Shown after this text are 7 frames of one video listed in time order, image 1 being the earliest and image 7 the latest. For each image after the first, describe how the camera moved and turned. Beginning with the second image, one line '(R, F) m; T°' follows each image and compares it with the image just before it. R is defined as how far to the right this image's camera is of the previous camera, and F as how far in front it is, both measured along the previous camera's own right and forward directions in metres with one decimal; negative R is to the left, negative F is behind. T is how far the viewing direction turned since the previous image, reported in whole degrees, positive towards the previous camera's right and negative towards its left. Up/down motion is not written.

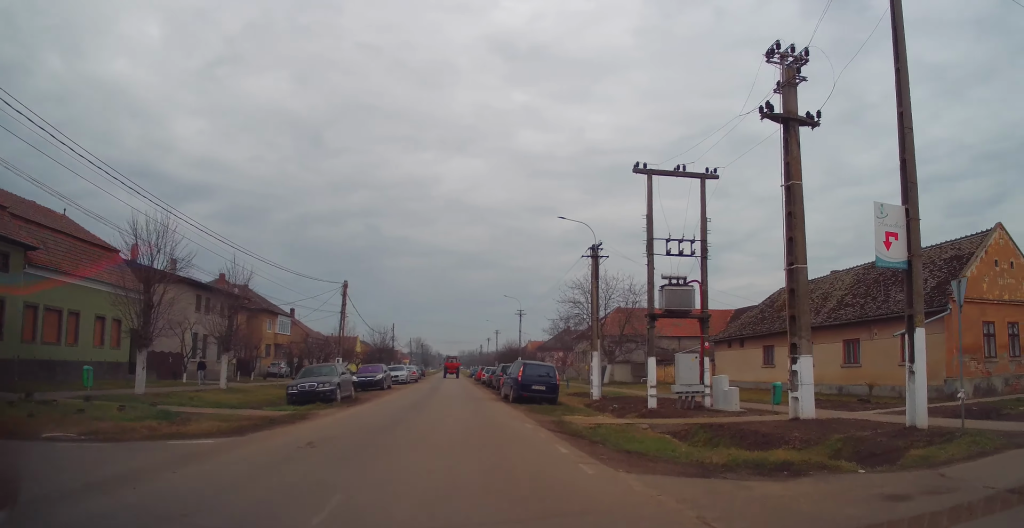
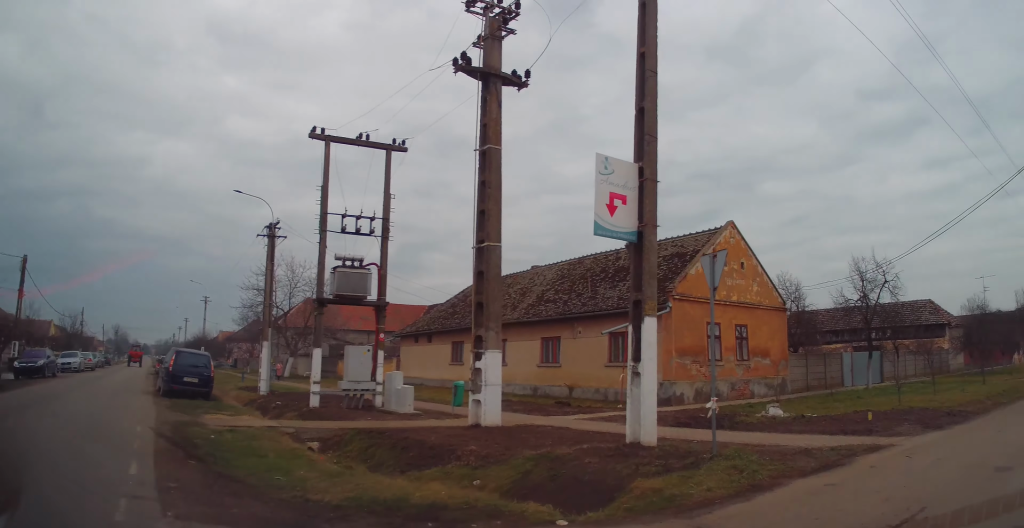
(+0.2, +5.1) m; +19°
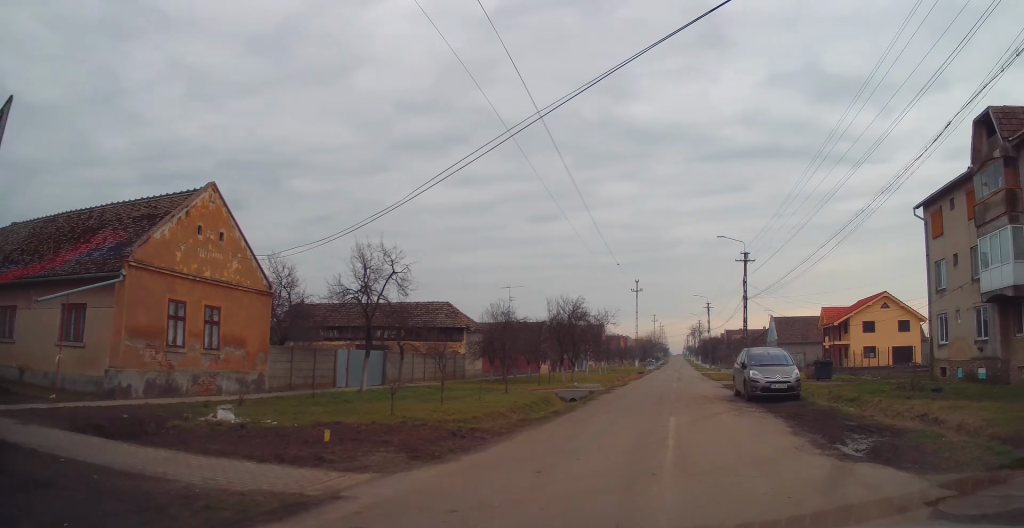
(+2.2, +4.1) m; +55°
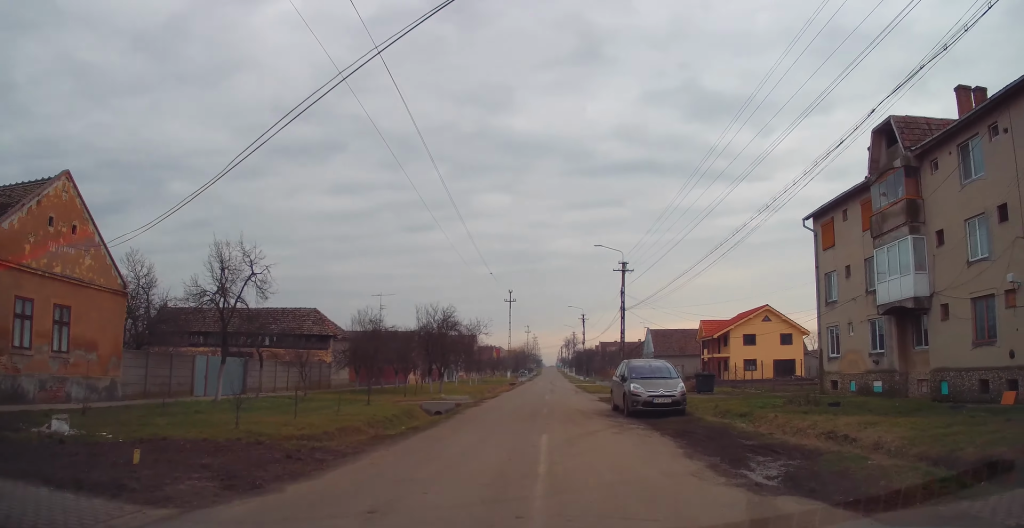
(+0.3, +1.7) m; +10°
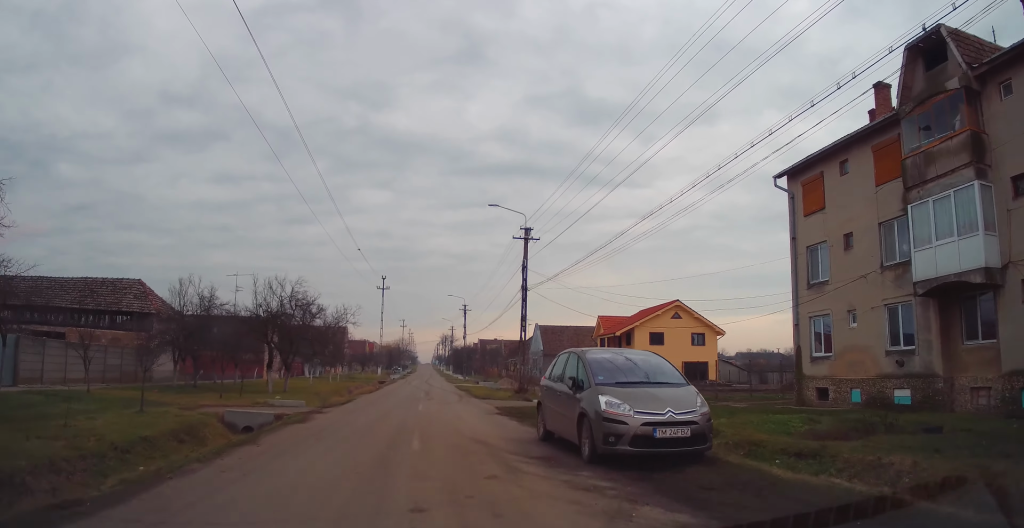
(+0.7, +8.6) m; +3°
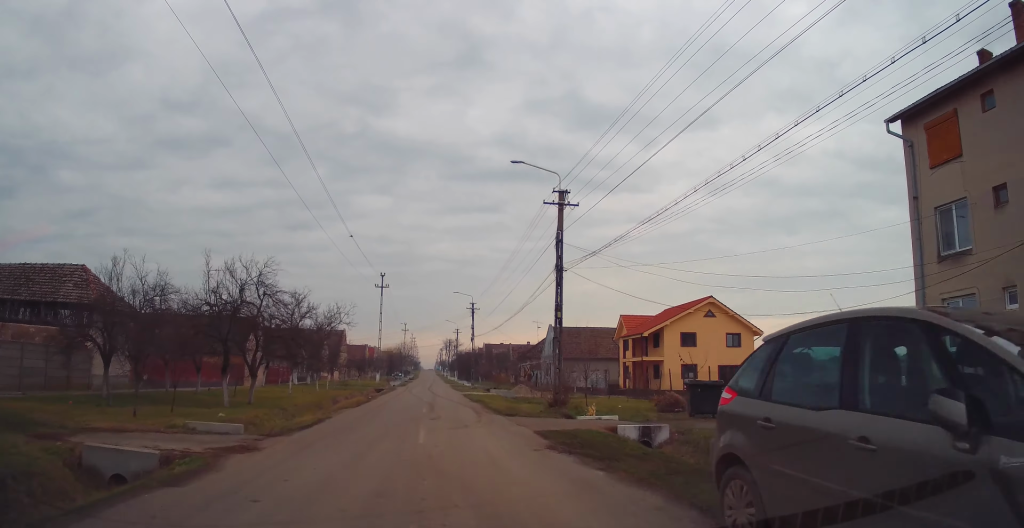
(-0.2, +5.9) m; 0°
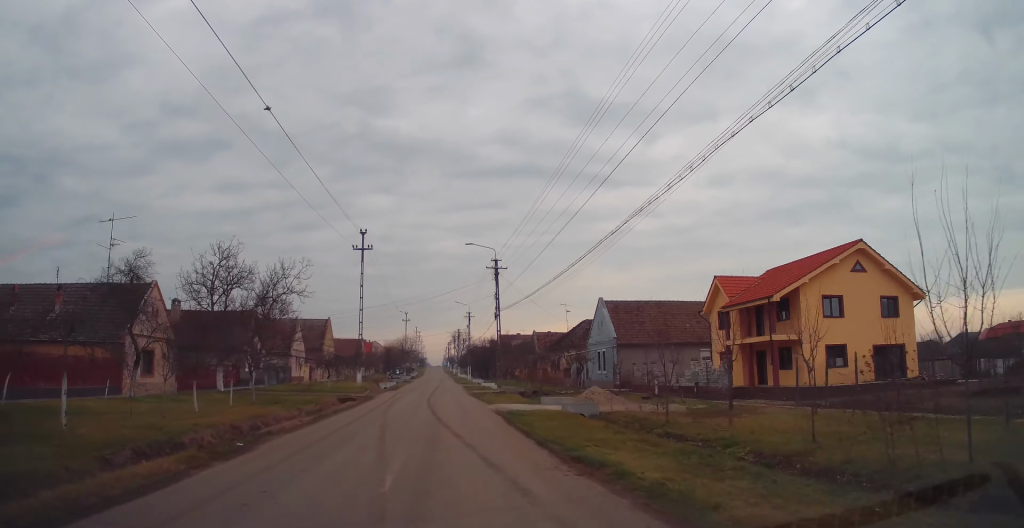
(+0.5, +18.8) m; +4°
